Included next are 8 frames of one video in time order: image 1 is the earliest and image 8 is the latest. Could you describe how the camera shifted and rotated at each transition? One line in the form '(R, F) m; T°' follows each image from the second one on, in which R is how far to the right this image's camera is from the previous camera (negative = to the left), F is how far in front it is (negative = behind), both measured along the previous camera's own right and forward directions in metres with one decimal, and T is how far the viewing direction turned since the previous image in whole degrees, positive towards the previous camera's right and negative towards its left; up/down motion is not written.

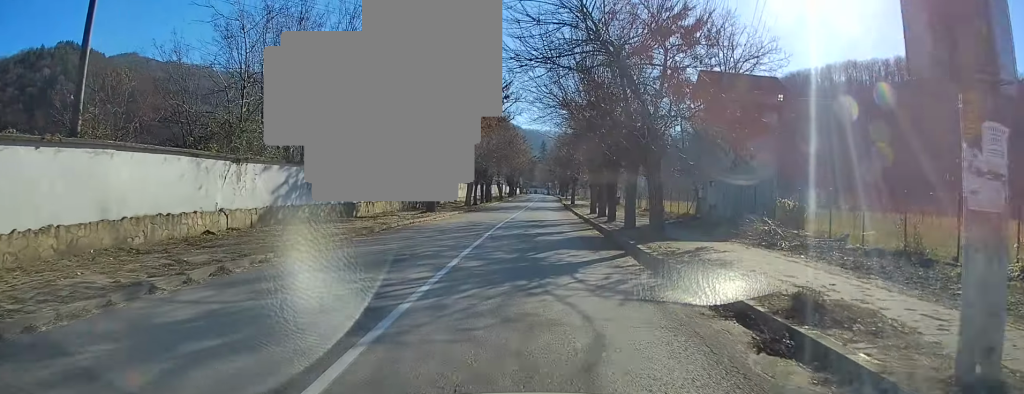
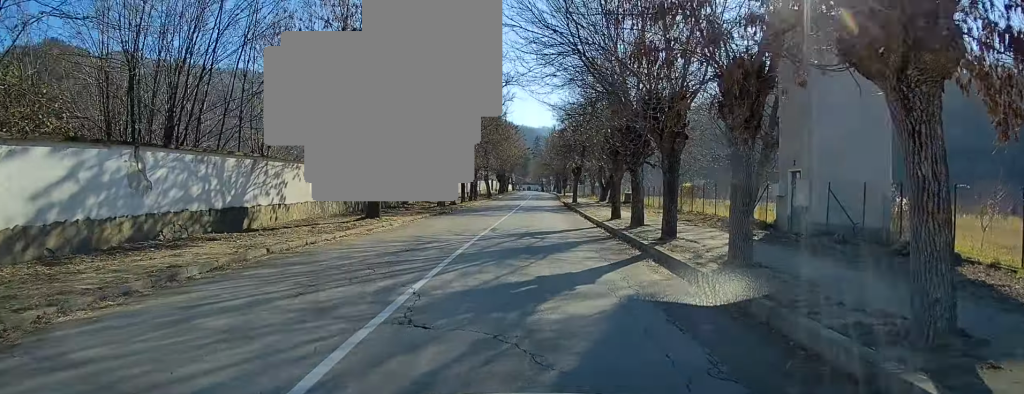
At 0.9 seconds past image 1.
(0.0, +11.4) m; +1°
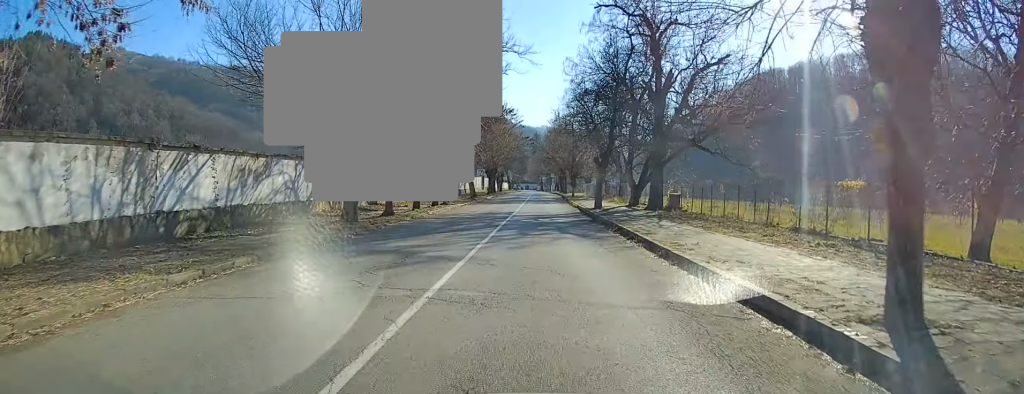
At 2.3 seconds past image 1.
(+0.3, +19.3) m; 0°
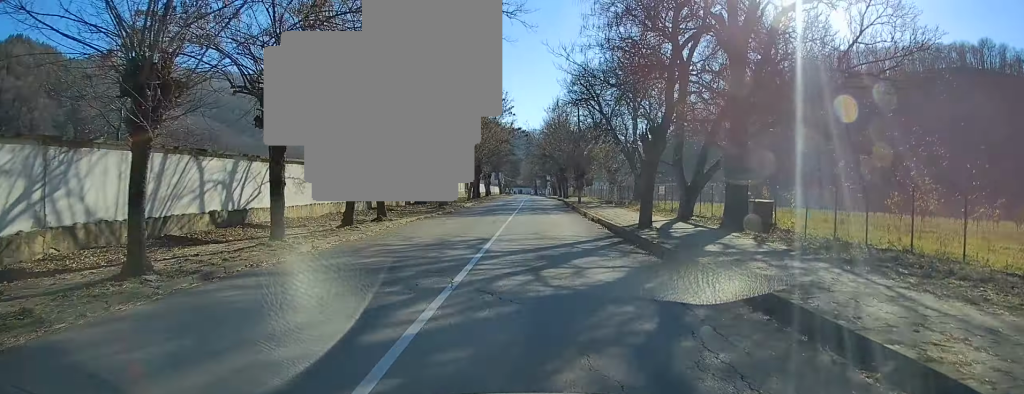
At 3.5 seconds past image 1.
(-0.1, +15.9) m; 0°
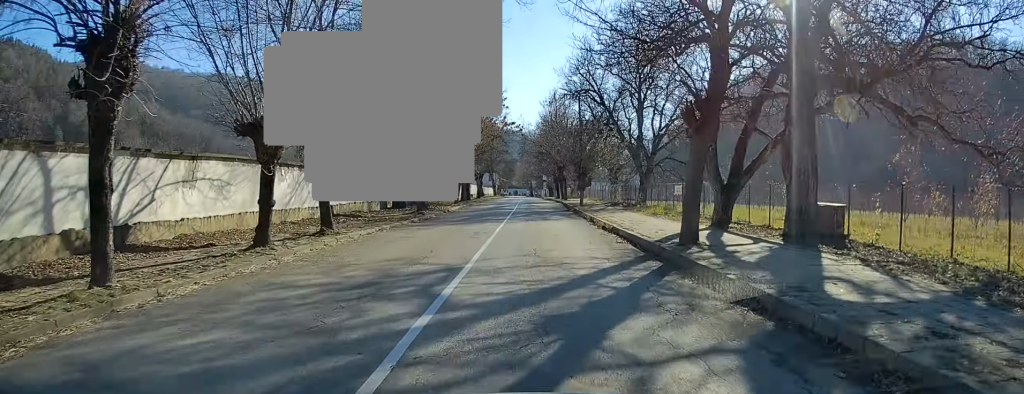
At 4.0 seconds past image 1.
(+0.1, +6.1) m; +1°
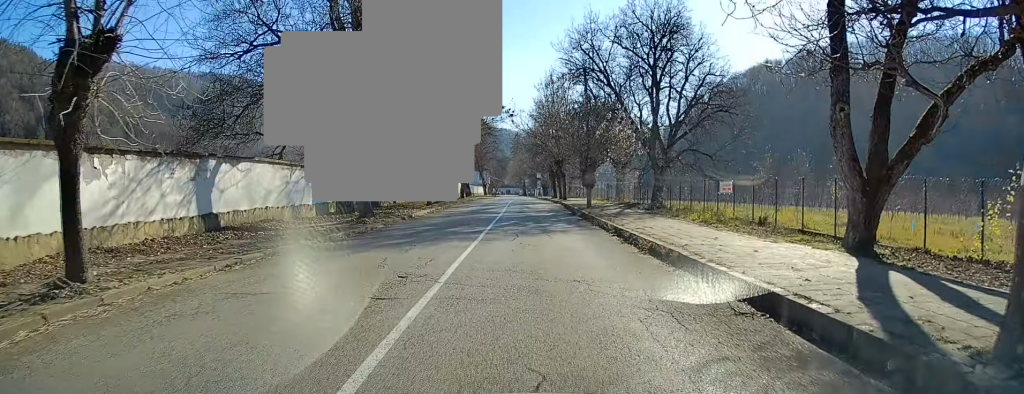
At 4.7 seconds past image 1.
(+0.1, +9.7) m; +1°
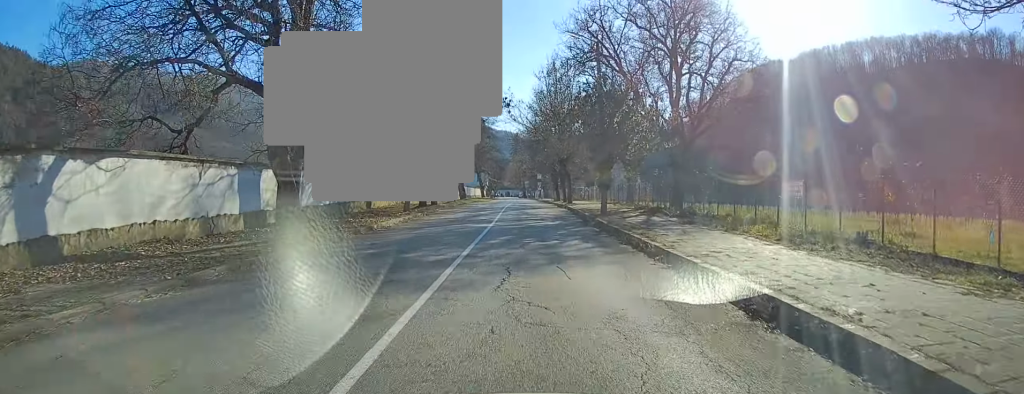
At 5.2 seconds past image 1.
(0.0, +7.2) m; 0°
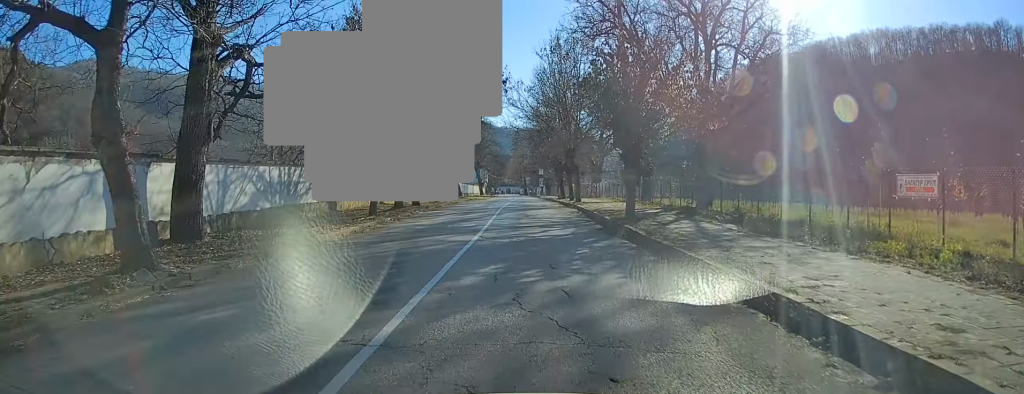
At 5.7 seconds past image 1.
(0.0, +6.8) m; 0°
